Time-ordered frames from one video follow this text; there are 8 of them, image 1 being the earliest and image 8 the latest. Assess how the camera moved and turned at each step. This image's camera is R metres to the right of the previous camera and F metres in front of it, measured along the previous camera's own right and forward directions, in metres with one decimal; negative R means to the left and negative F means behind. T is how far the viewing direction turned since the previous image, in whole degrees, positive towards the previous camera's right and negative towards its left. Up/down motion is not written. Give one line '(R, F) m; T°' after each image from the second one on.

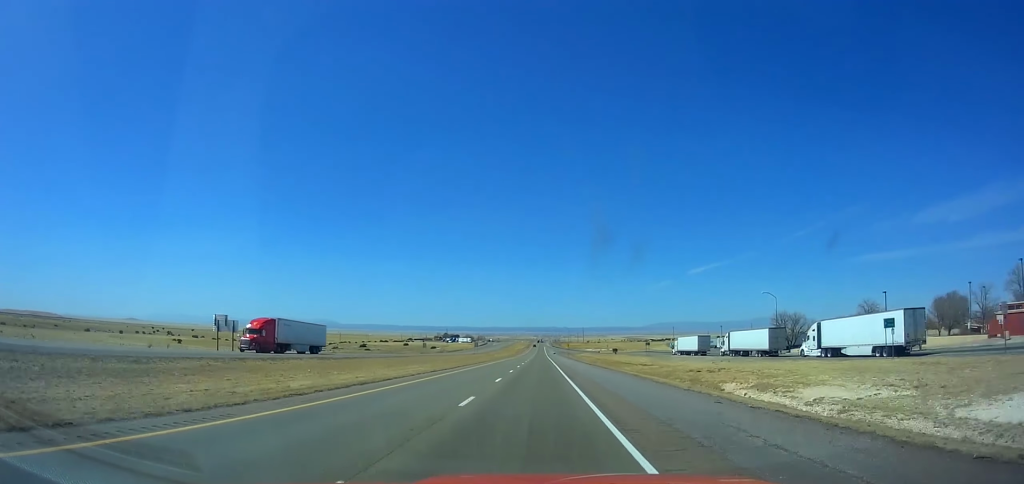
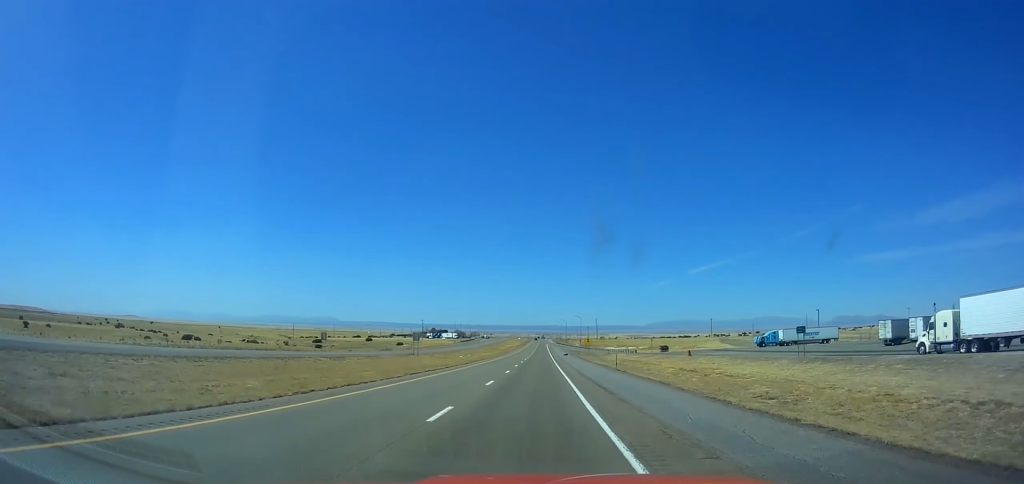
(-0.3, +89.2) m; 0°
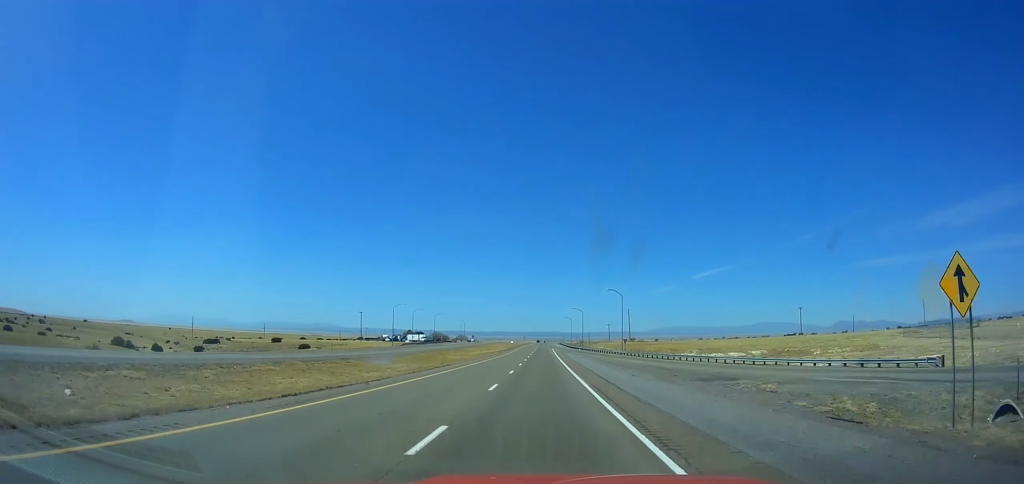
(-0.5, +114.2) m; 0°
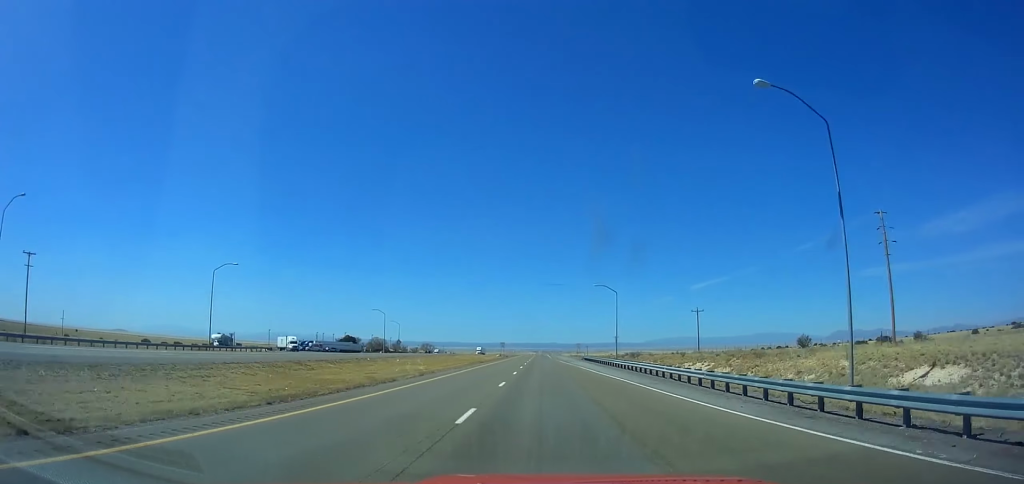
(+0.6, +156.5) m; +1°
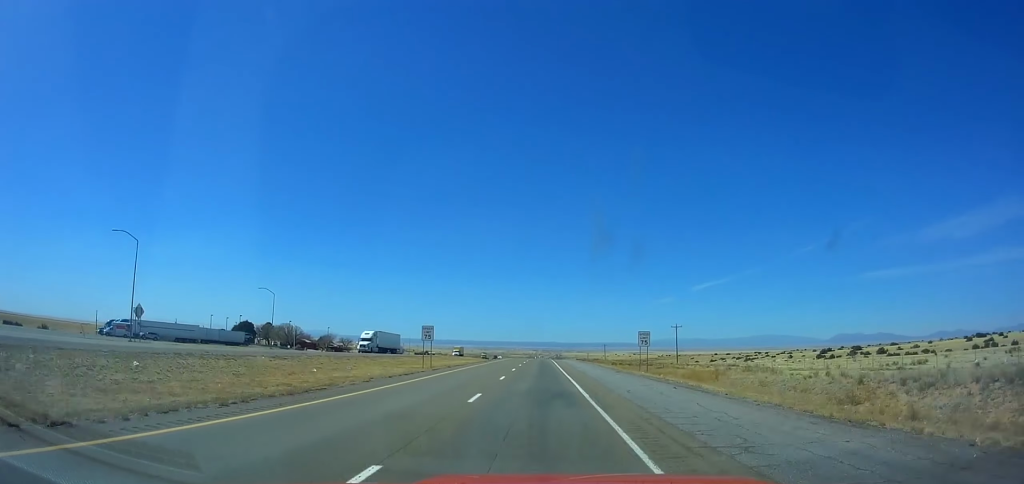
(+0.9, +106.6) m; 0°
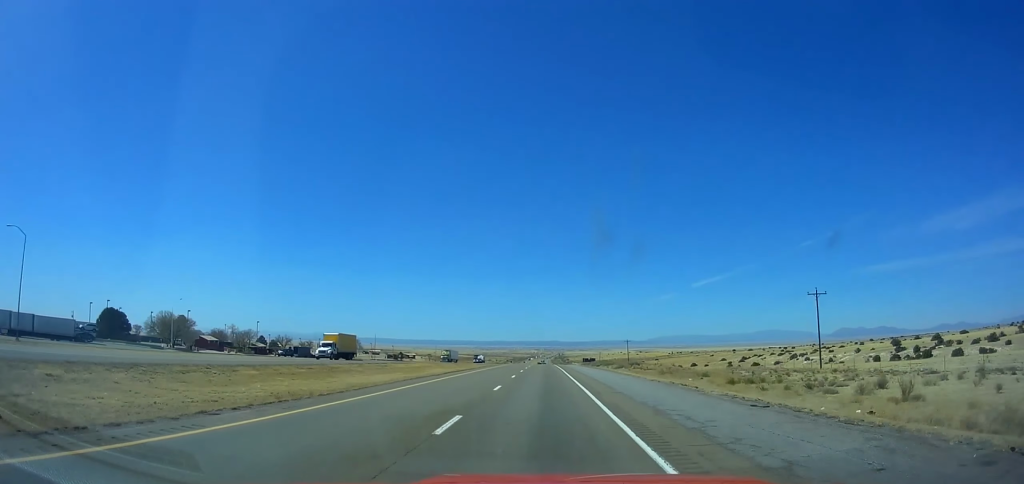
(-0.6, +67.6) m; -1°
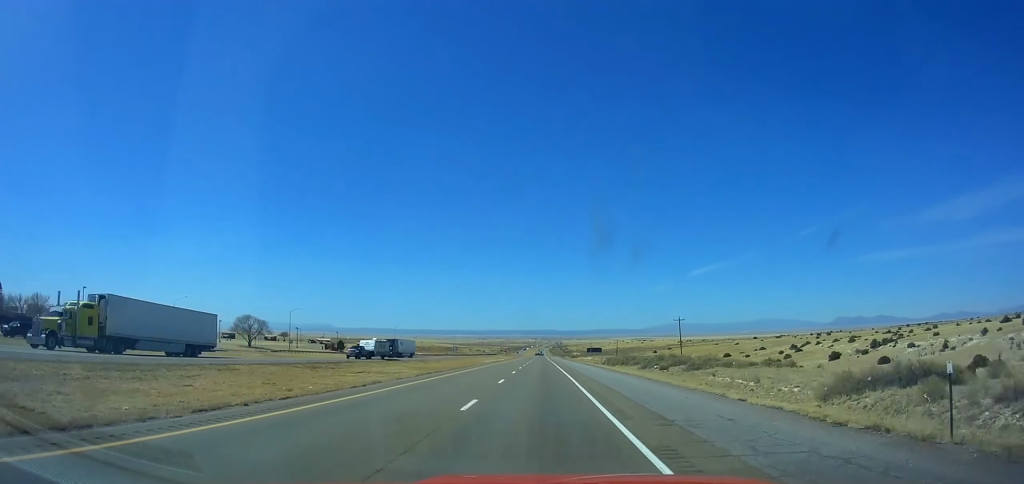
(-0.6, +82.0) m; 0°
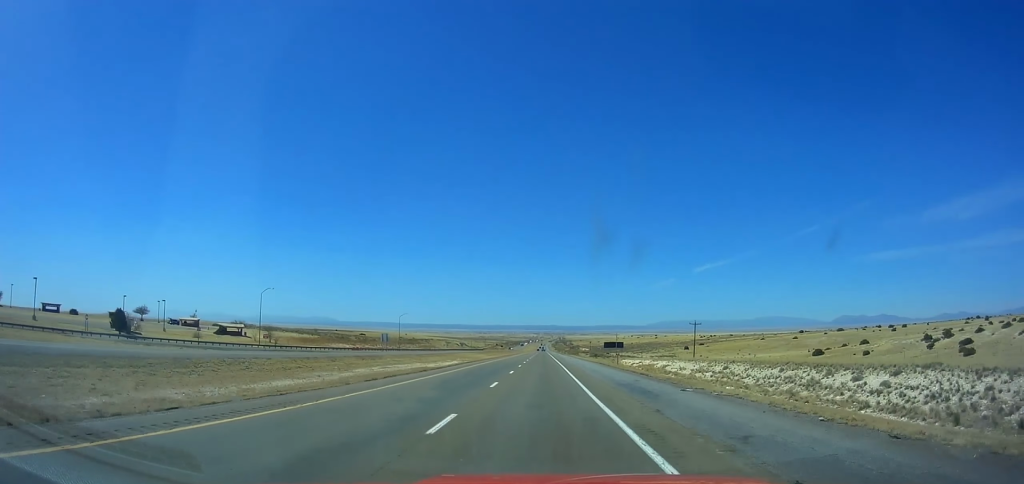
(-0.1, +114.4) m; 0°
